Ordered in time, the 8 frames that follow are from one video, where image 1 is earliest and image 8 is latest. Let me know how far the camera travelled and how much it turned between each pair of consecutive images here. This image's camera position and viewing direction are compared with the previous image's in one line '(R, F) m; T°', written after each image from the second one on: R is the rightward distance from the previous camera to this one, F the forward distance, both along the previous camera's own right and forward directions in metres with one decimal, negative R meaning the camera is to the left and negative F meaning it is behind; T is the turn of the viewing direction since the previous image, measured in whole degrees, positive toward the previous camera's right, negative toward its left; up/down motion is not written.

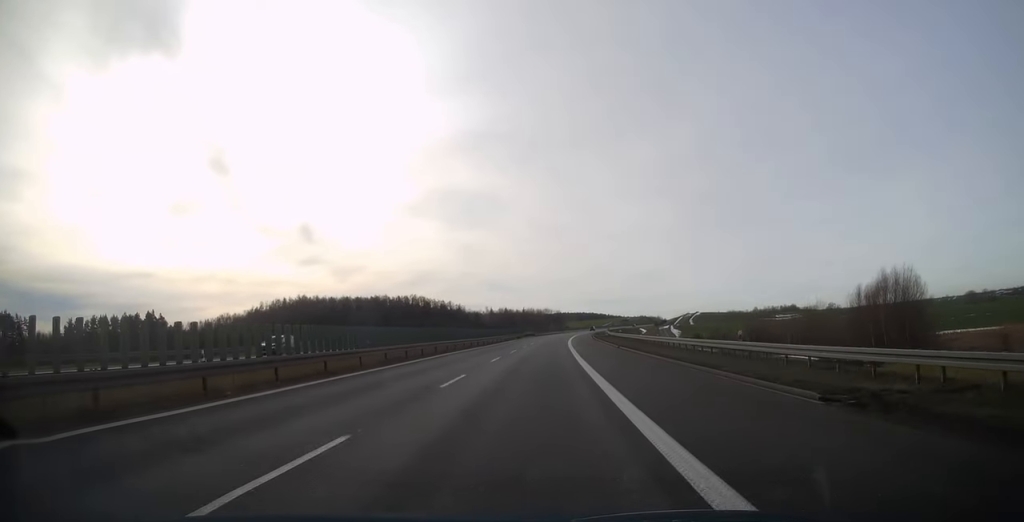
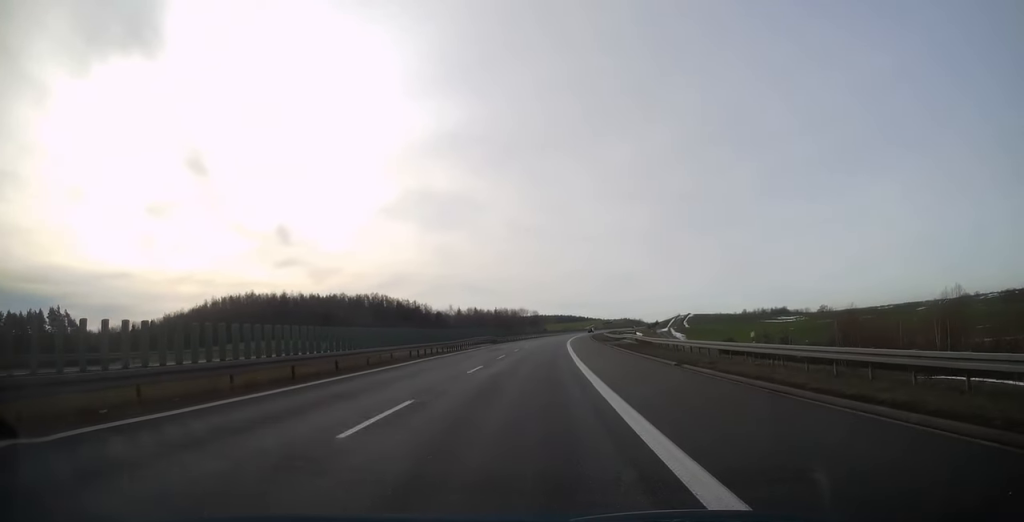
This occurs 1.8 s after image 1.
(+1.0, +54.1) m; +2°
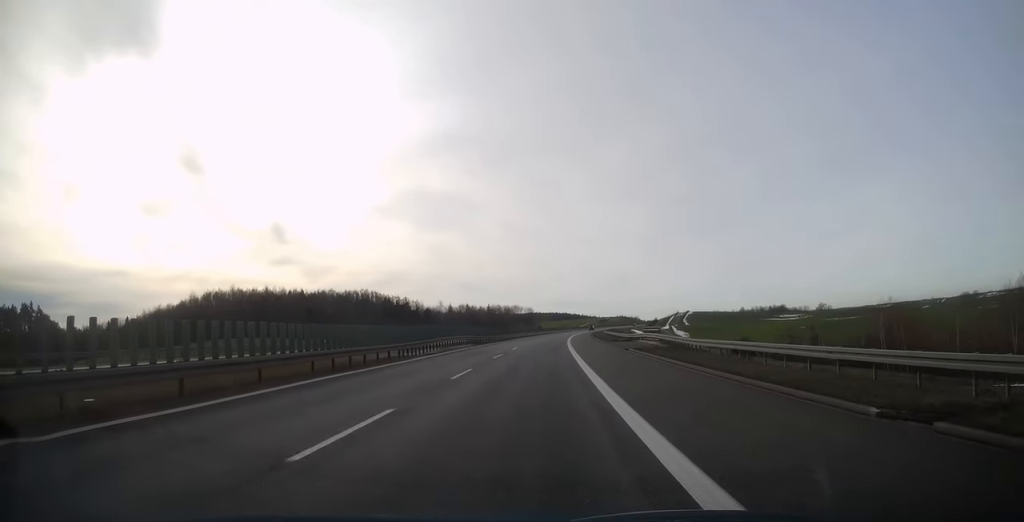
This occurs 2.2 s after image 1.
(+0.1, +14.3) m; 0°
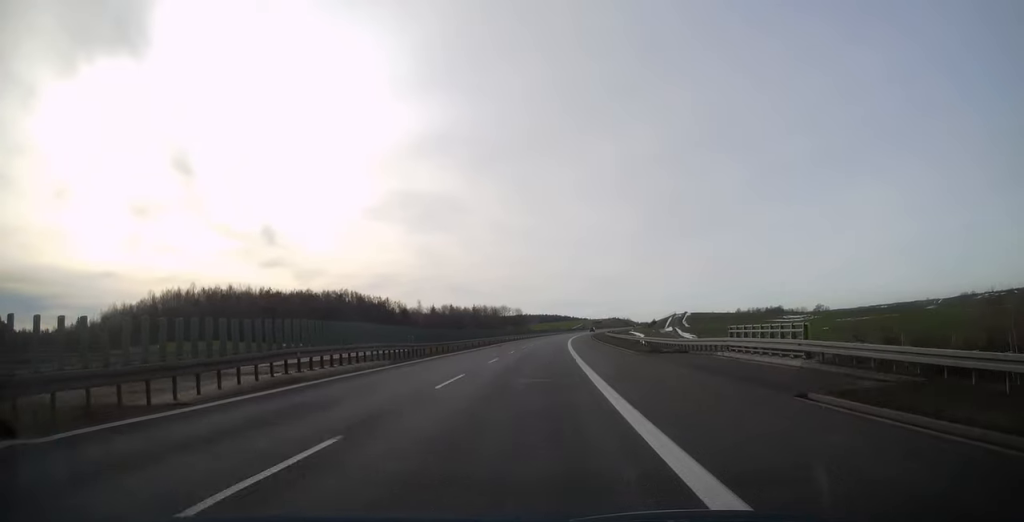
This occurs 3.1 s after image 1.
(0.0, +26.1) m; +1°
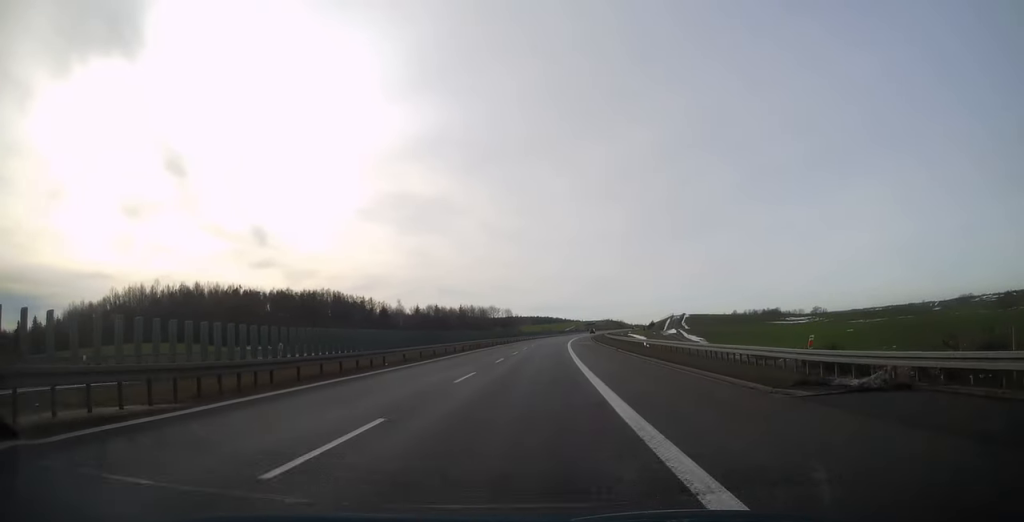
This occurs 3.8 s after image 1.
(+0.3, +20.9) m; +1°
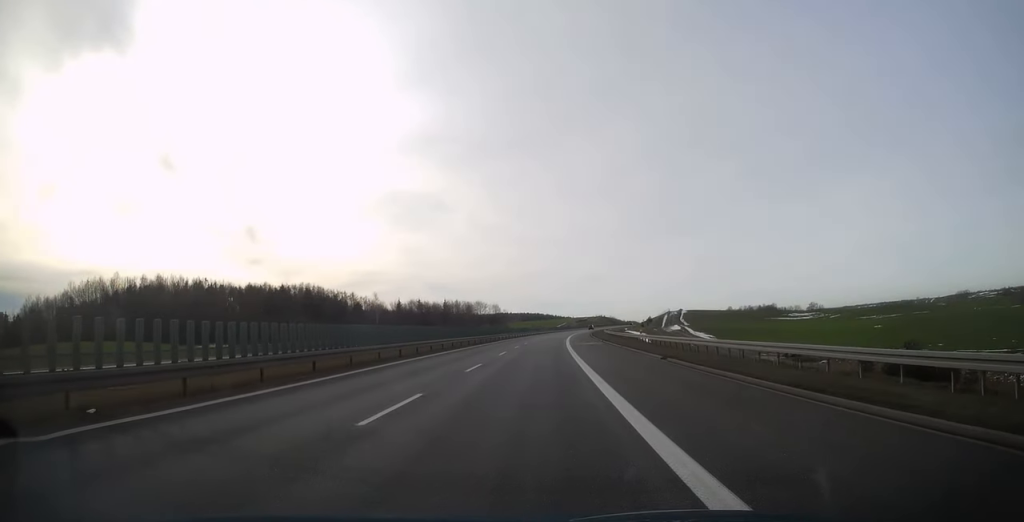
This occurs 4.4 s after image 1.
(+0.2, +20.4) m; +1°
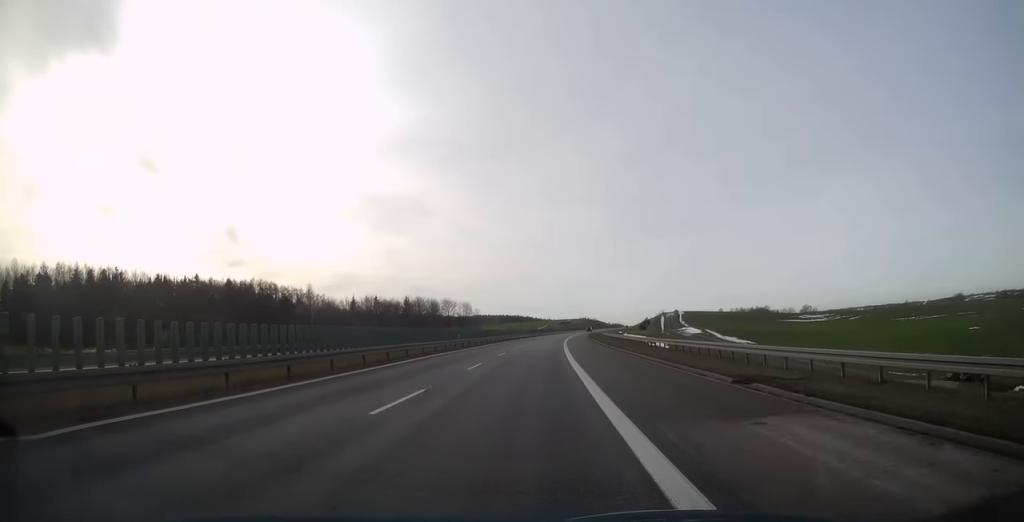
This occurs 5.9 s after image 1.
(+0.5, +45.4) m; +2°
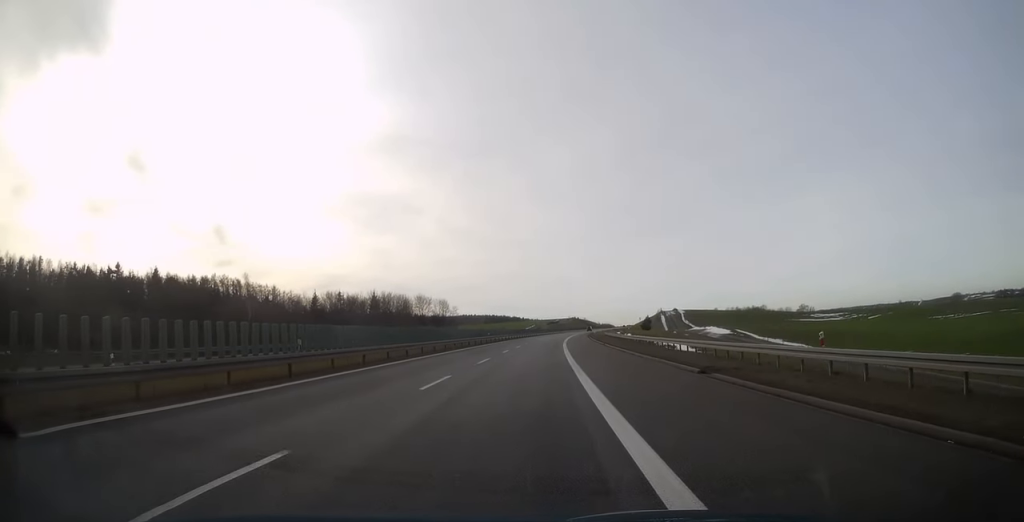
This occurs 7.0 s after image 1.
(+0.5, +31.6) m; +1°
